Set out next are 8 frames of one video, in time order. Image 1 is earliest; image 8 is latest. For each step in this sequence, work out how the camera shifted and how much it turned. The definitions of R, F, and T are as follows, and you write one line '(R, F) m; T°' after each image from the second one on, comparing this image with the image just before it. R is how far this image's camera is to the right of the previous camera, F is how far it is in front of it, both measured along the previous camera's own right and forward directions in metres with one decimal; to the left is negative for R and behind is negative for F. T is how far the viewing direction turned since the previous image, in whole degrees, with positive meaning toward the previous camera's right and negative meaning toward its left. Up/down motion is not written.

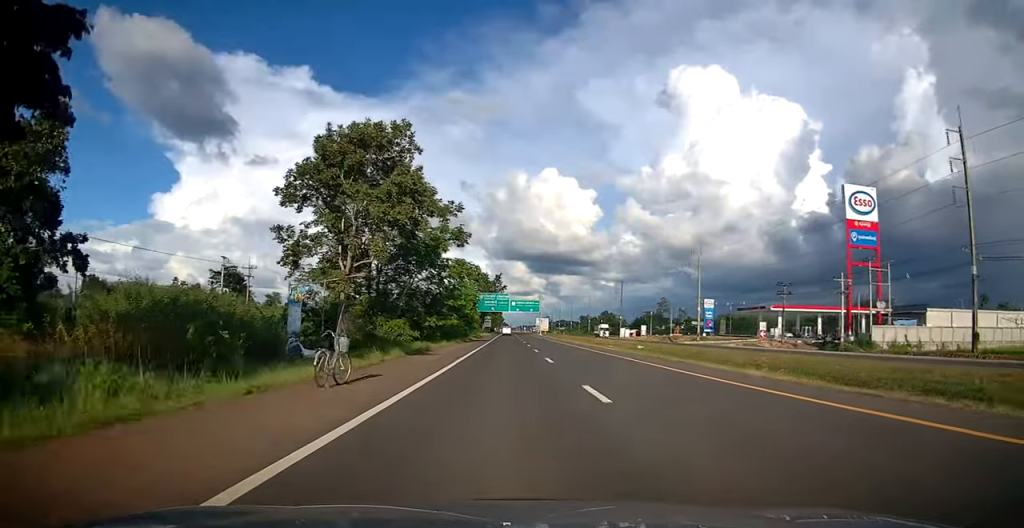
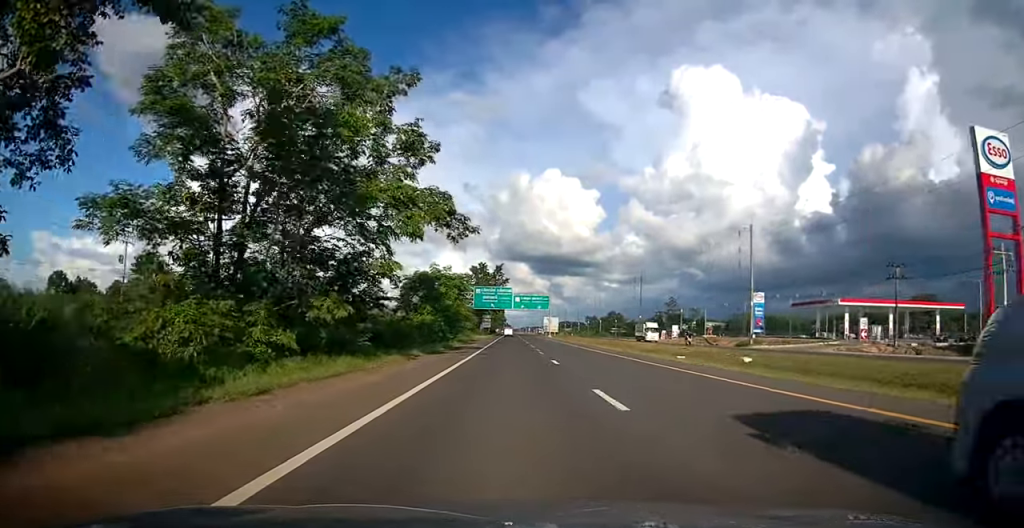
(-0.3, +24.5) m; -1°
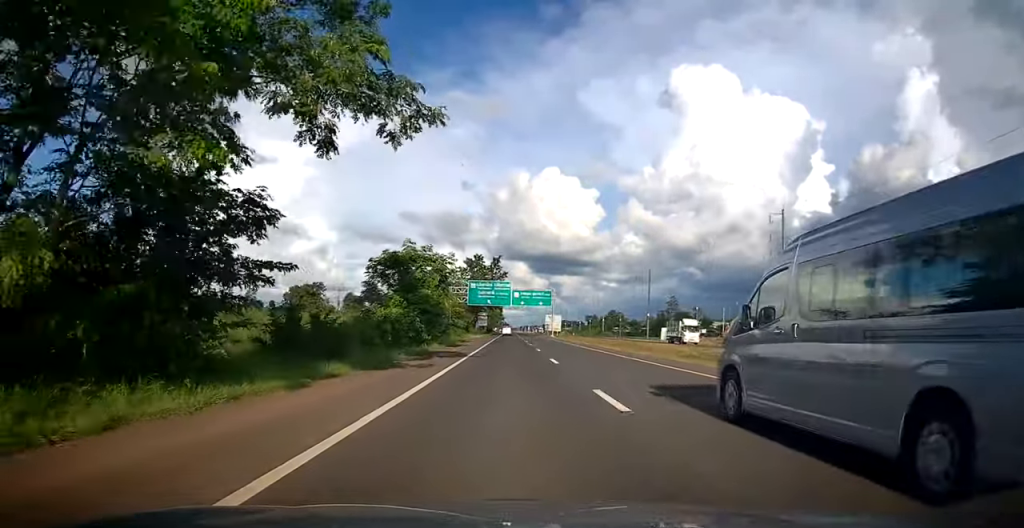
(0.0, +11.2) m; 0°
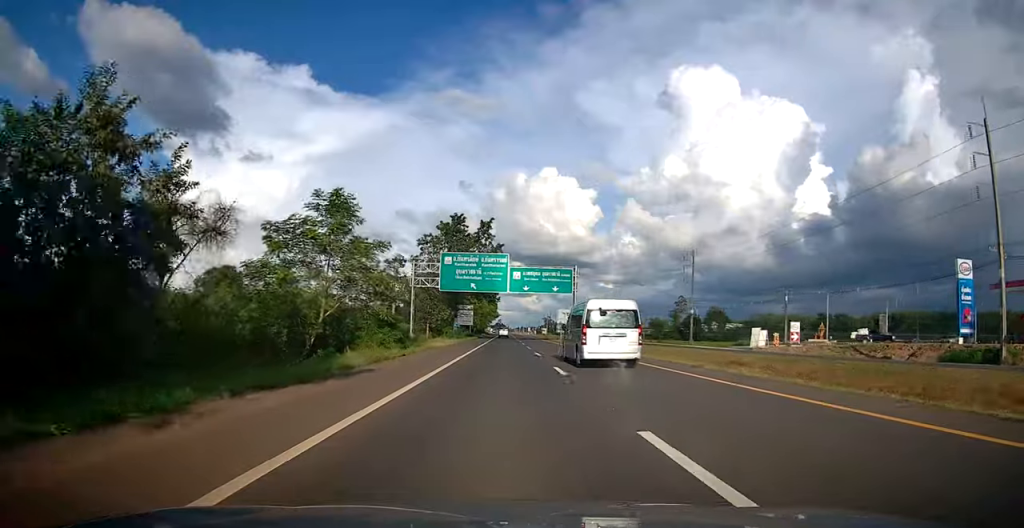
(+0.2, +40.6) m; 0°
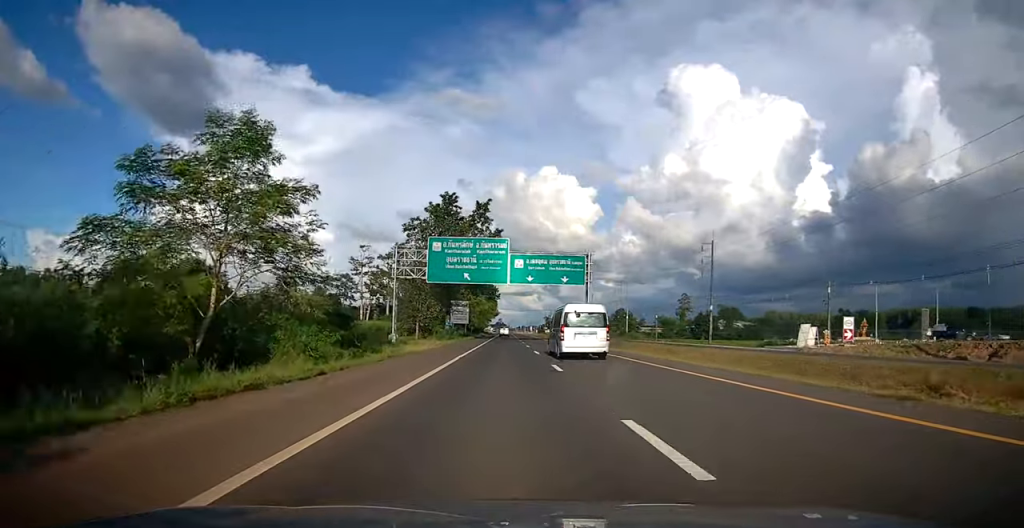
(0.0, +12.6) m; 0°
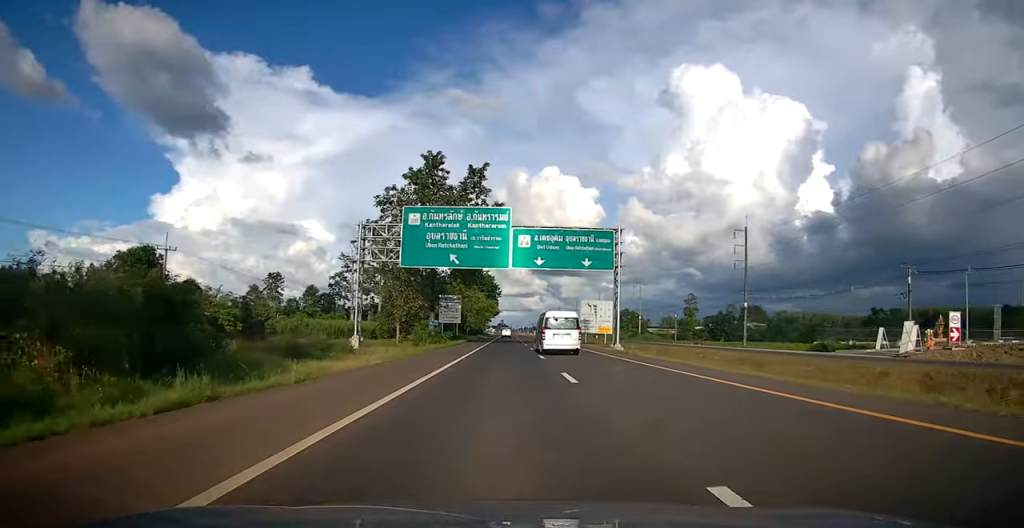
(+0.1, +16.0) m; 0°
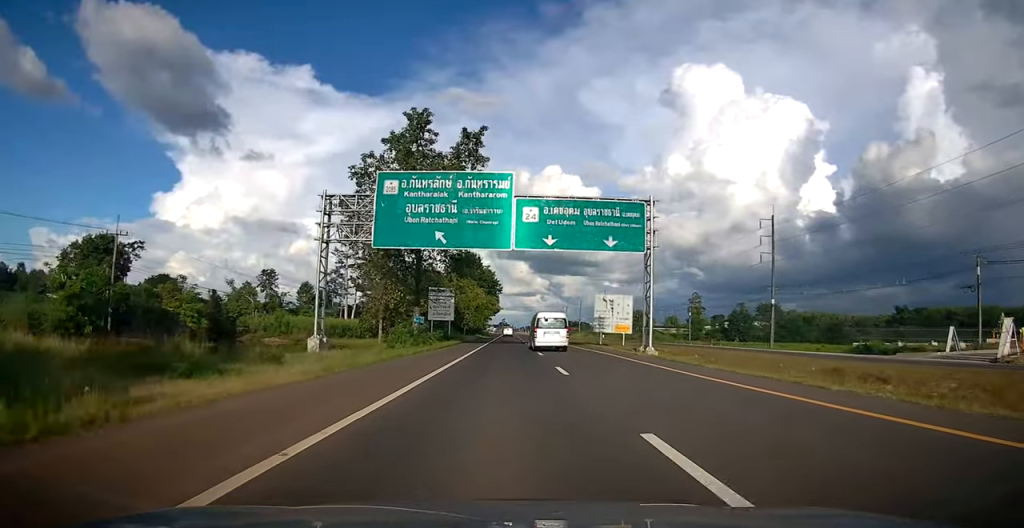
(0.0, +10.1) m; 0°
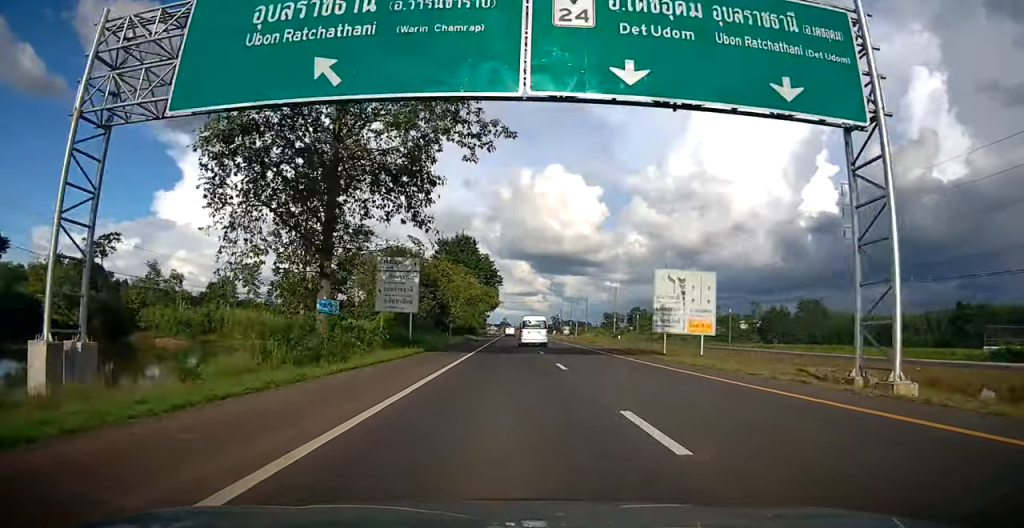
(0.0, +23.3) m; 0°
